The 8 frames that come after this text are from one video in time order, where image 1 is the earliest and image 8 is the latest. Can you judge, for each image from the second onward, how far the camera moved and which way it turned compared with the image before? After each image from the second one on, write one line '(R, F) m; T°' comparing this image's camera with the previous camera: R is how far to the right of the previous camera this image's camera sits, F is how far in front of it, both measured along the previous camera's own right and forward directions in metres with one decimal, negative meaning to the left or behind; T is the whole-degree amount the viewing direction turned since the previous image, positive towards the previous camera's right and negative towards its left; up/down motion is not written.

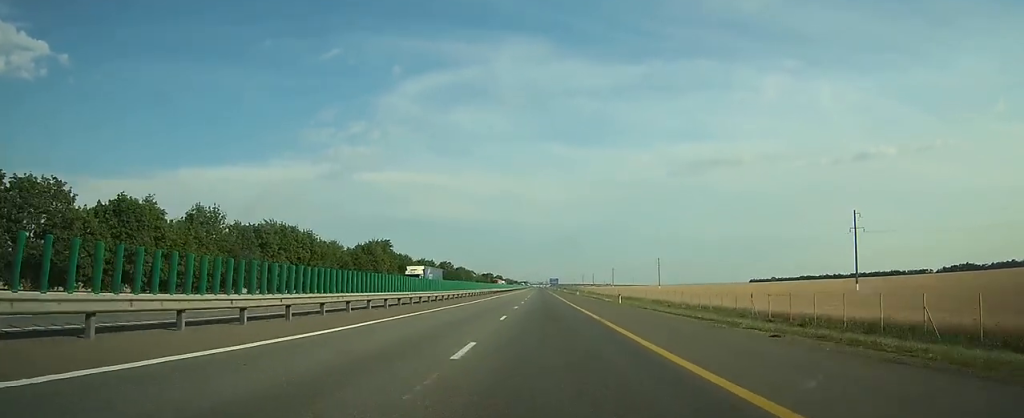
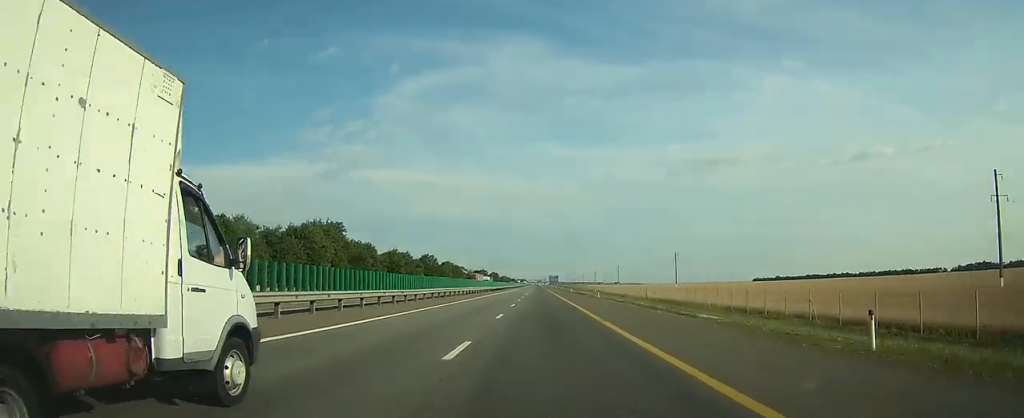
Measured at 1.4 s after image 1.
(0.0, +36.4) m; 0°
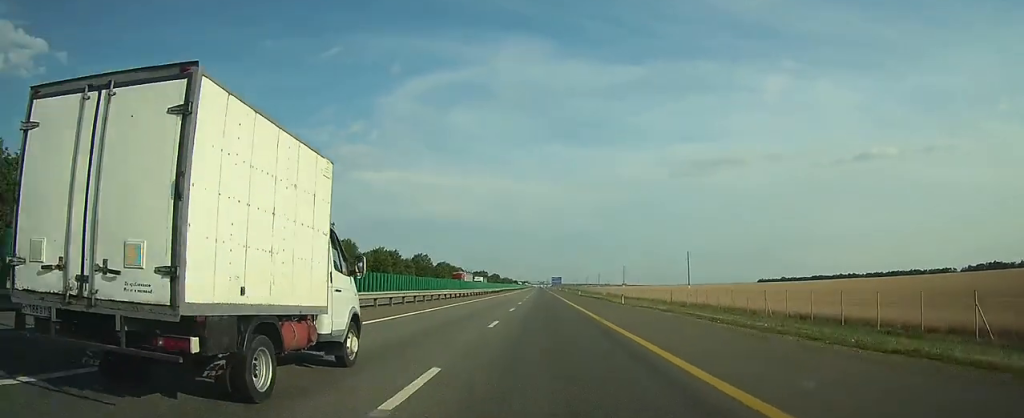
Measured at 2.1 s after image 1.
(0.0, +16.1) m; 0°
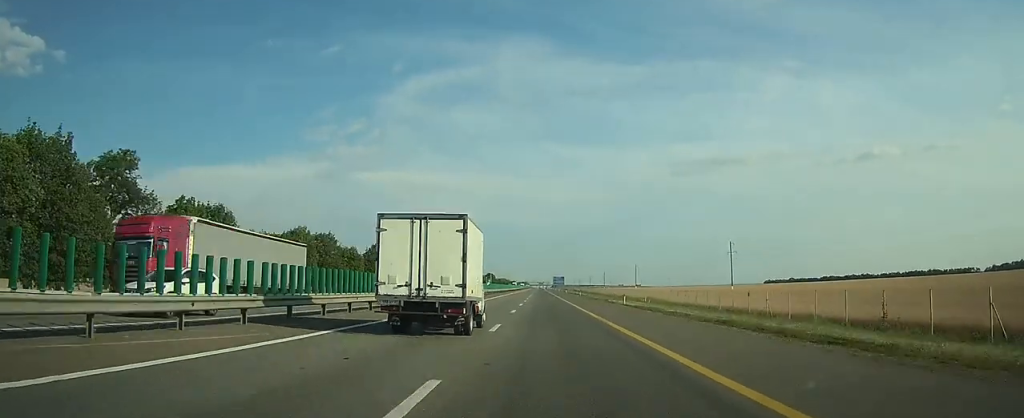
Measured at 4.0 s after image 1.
(-0.3, +49.4) m; 0°
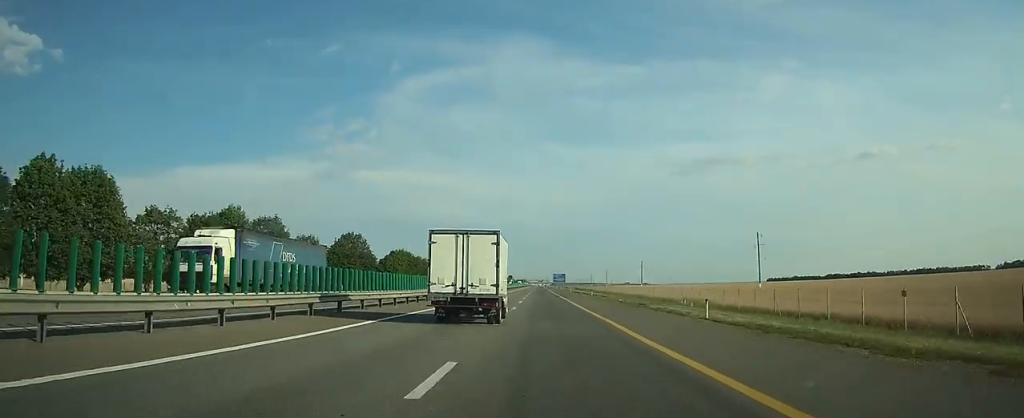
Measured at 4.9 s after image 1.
(0.0, +22.3) m; 0°
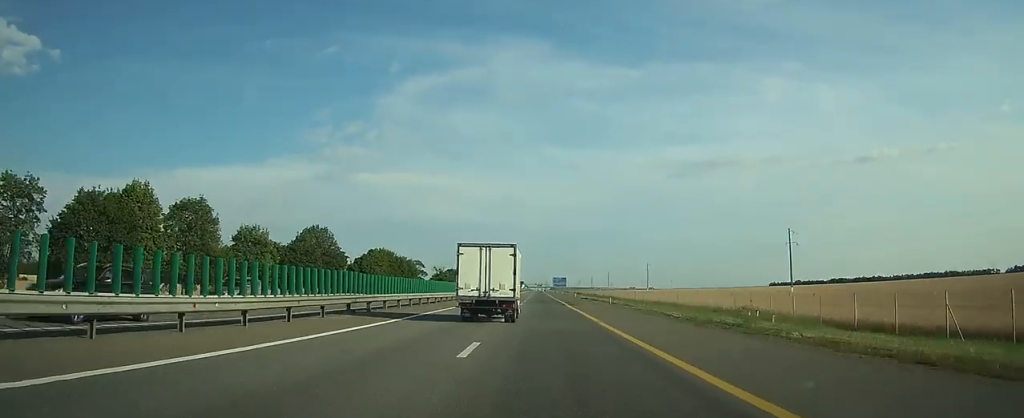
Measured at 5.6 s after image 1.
(0.0, +19.8) m; 0°
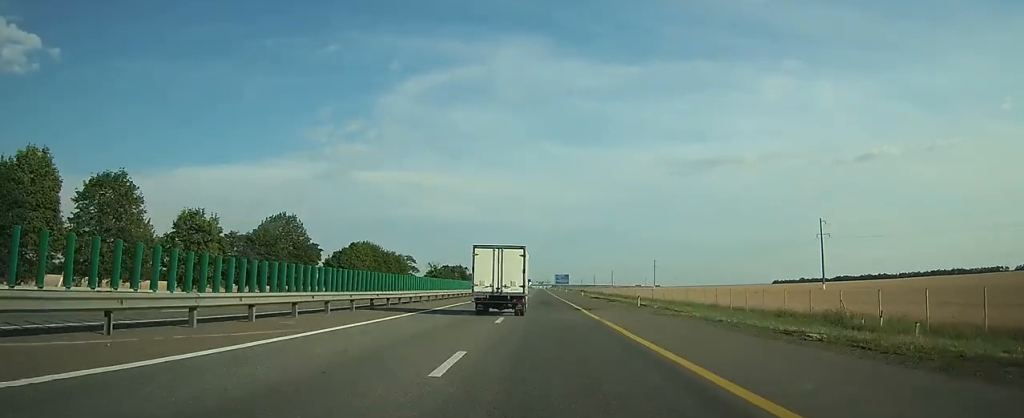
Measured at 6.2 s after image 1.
(0.0, +14.7) m; 0°
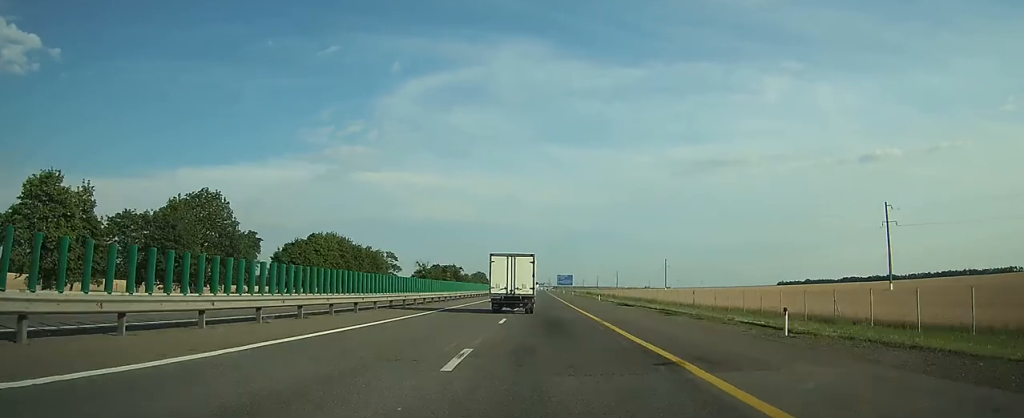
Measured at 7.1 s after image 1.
(0.0, +23.4) m; 0°
